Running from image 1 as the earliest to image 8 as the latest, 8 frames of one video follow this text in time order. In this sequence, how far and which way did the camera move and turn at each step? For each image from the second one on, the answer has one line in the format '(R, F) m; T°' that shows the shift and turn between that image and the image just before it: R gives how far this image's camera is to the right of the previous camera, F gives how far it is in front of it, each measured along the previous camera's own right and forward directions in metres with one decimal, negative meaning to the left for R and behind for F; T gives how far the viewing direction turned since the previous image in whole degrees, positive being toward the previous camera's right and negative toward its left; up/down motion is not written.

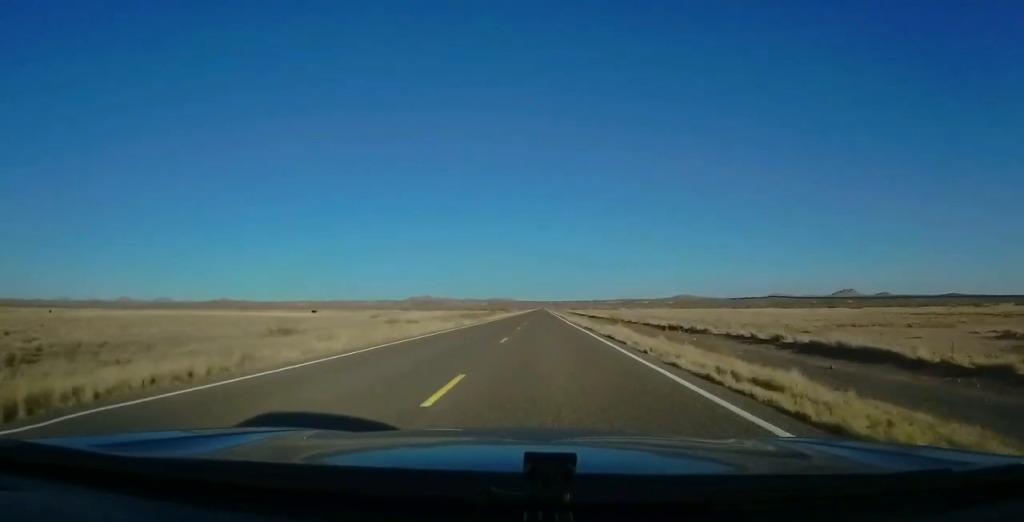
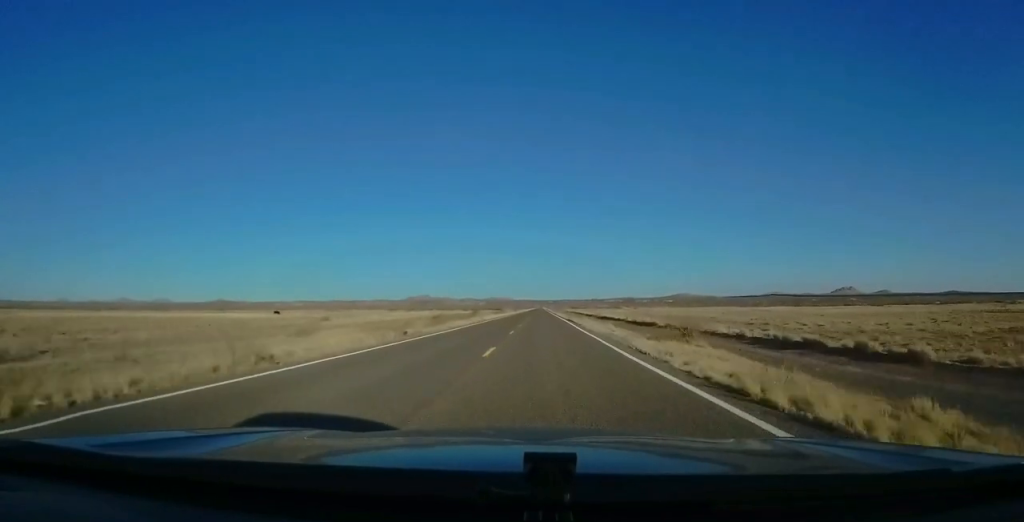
(+0.4, +29.3) m; +1°
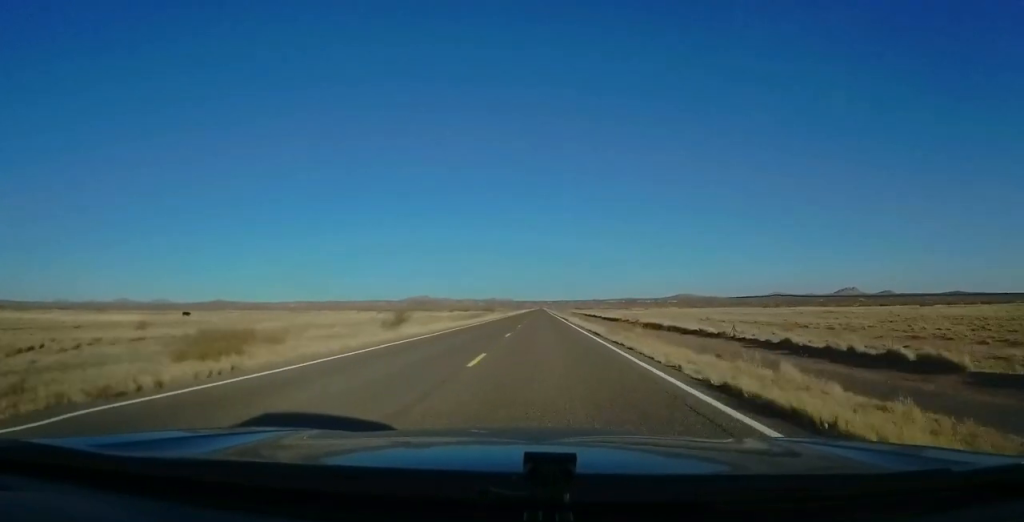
(-0.6, +51.0) m; -1°
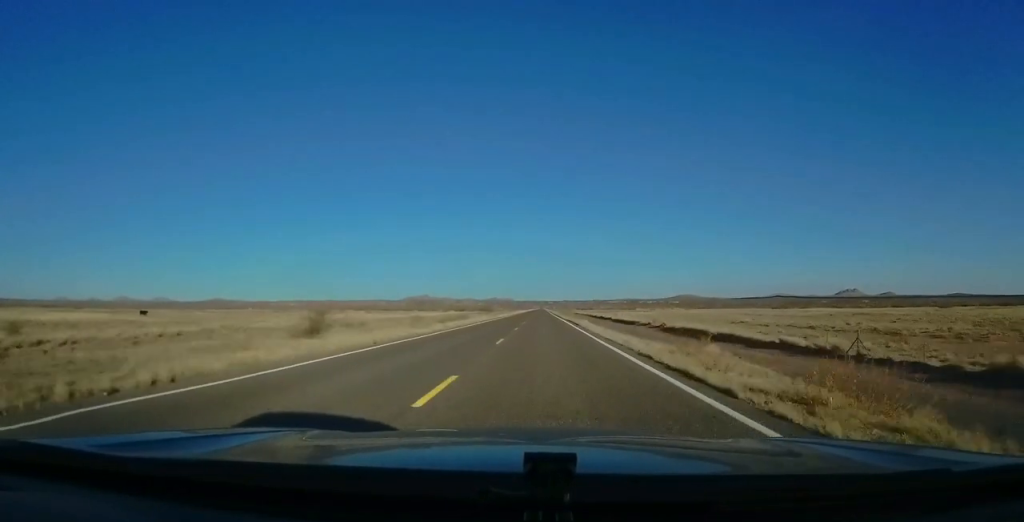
(0.0, +17.0) m; 0°
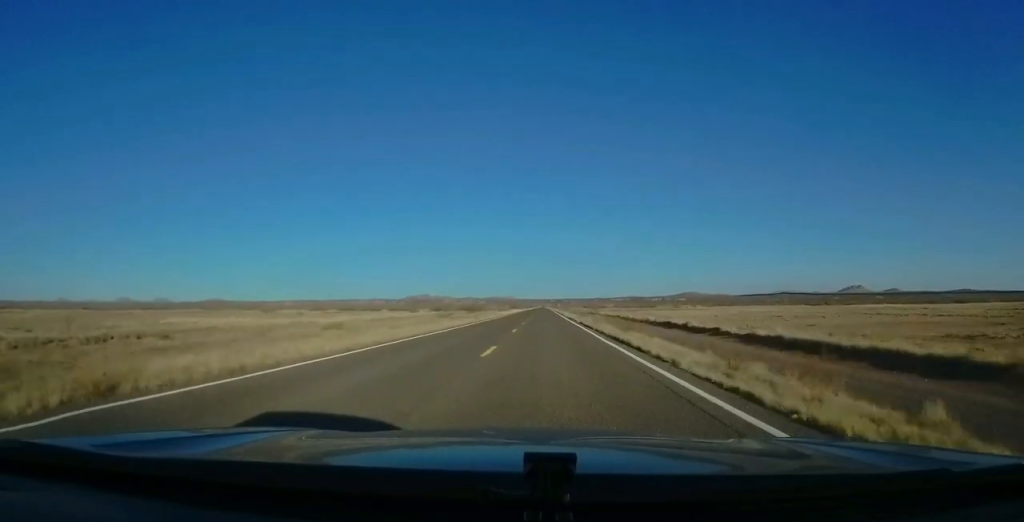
(+0.2, +66.3) m; +1°
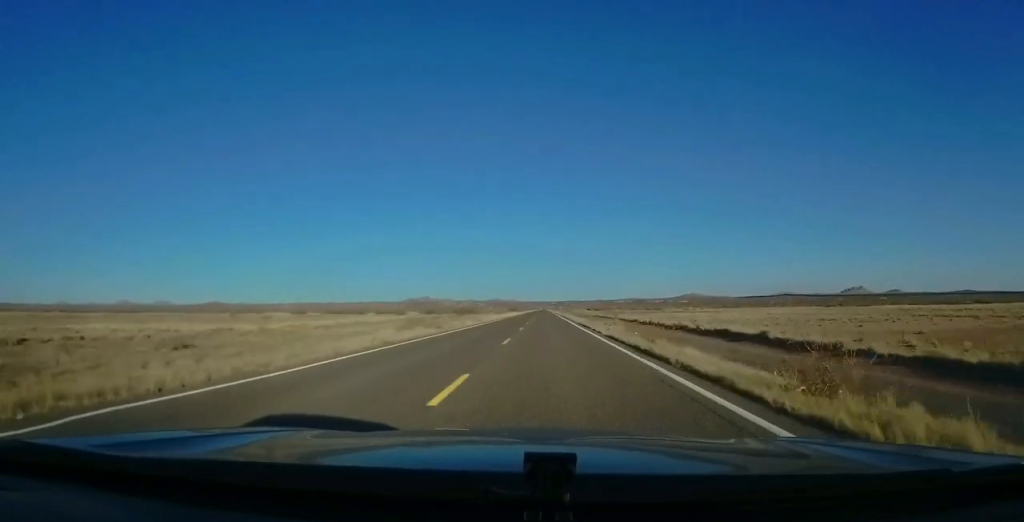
(-0.1, +19.0) m; +1°
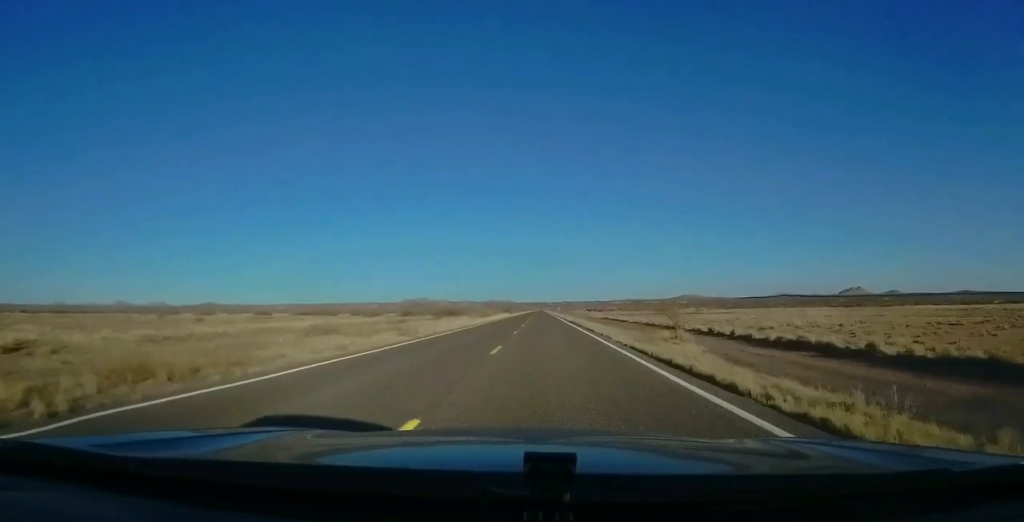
(+0.5, +28.6) m; 0°
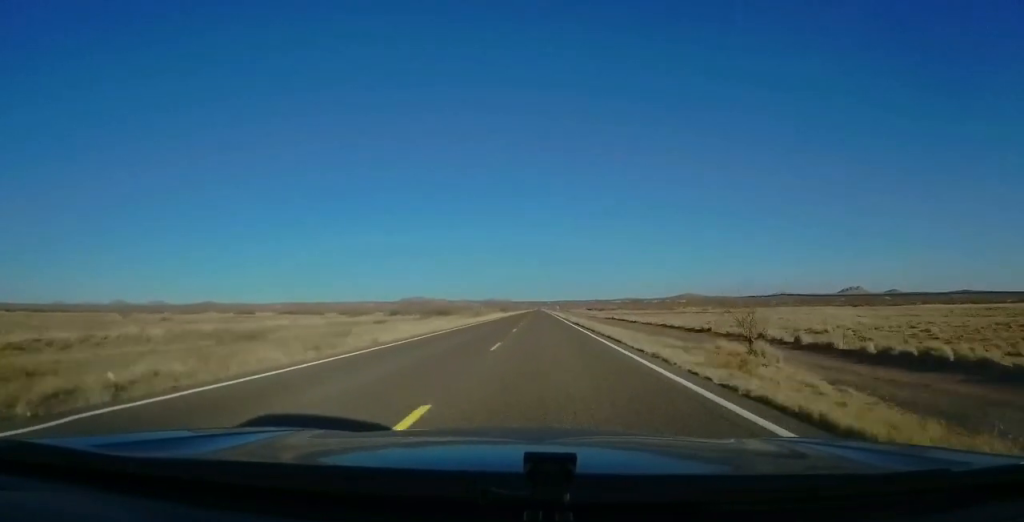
(-0.2, +11.4) m; 0°
